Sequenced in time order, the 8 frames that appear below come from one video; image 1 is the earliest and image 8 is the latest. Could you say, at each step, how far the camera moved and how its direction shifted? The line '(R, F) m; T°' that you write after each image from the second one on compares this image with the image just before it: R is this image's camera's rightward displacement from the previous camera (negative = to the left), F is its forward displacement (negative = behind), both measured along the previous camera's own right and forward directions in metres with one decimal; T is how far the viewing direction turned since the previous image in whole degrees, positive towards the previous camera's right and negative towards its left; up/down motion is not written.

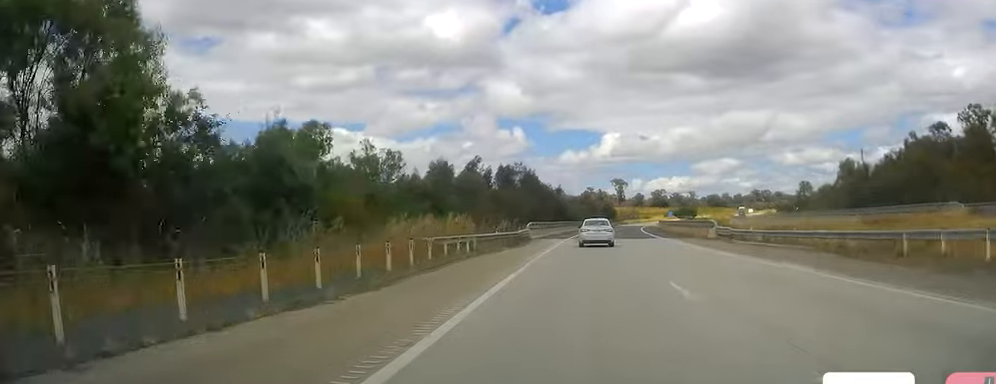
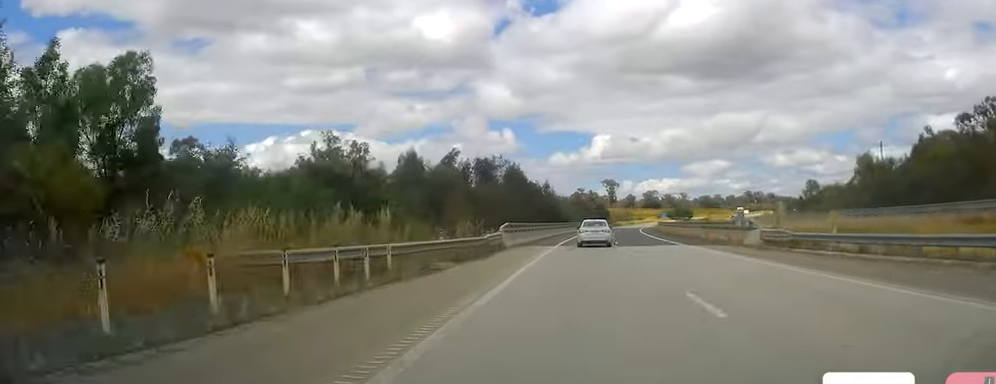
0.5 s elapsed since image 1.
(+0.1, +14.2) m; 0°
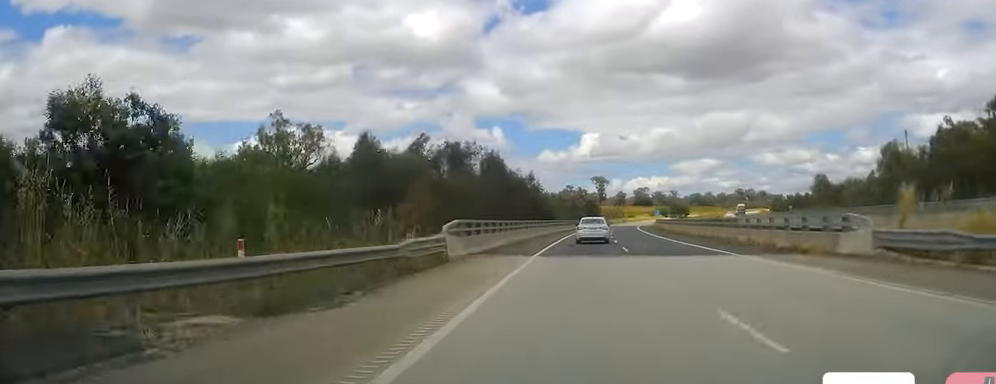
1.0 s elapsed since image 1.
(0.0, +15.1) m; +1°
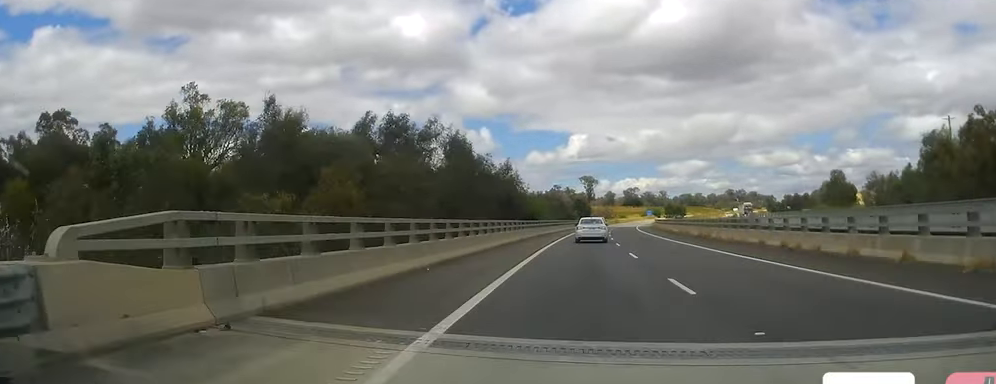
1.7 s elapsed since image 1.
(0.0, +18.9) m; +1°
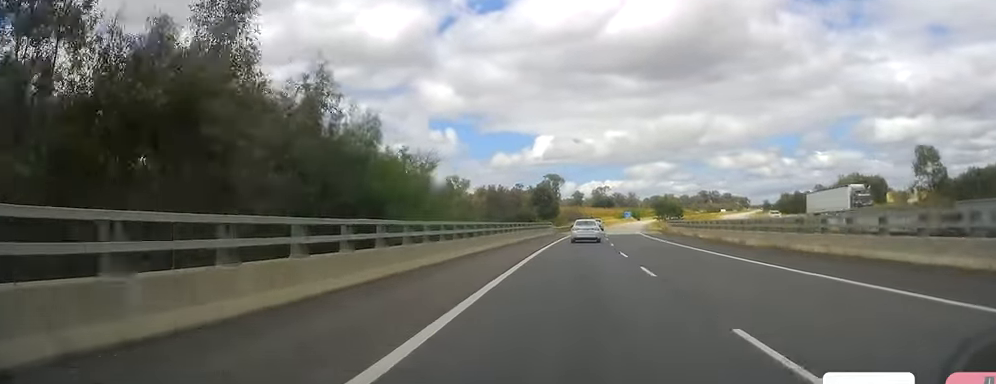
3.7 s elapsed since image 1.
(+1.9, +56.6) m; +3°
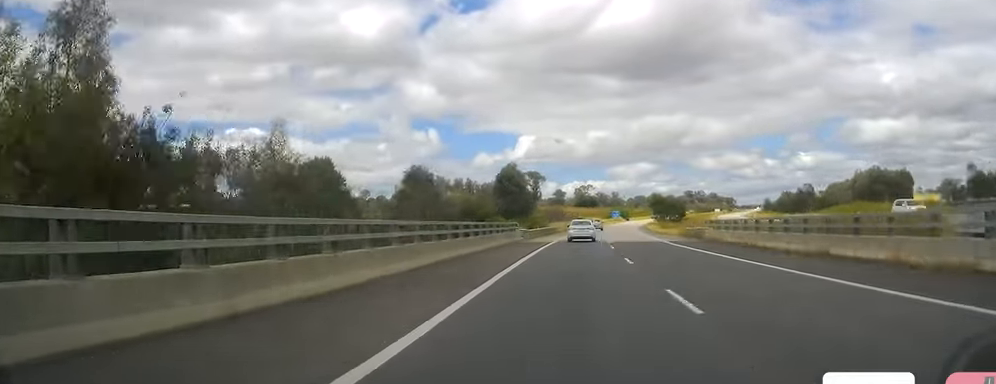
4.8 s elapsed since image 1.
(+0.3, +30.4) m; +2°
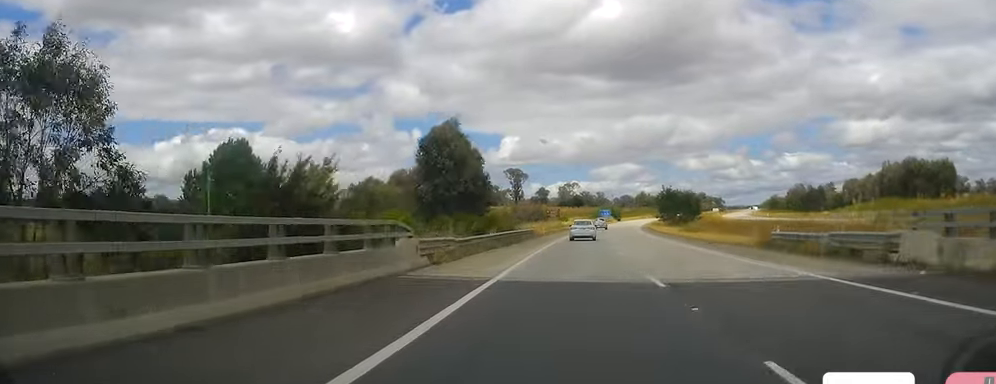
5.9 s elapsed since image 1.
(+0.6, +32.3) m; +1°
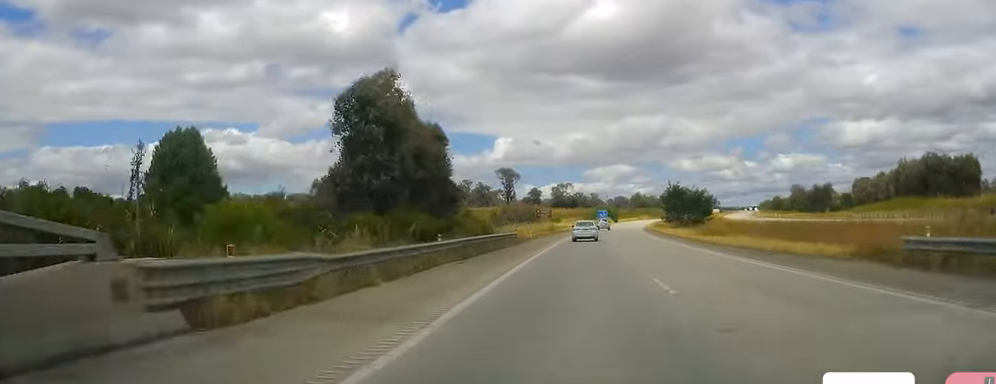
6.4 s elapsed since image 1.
(-0.3, +14.2) m; 0°
